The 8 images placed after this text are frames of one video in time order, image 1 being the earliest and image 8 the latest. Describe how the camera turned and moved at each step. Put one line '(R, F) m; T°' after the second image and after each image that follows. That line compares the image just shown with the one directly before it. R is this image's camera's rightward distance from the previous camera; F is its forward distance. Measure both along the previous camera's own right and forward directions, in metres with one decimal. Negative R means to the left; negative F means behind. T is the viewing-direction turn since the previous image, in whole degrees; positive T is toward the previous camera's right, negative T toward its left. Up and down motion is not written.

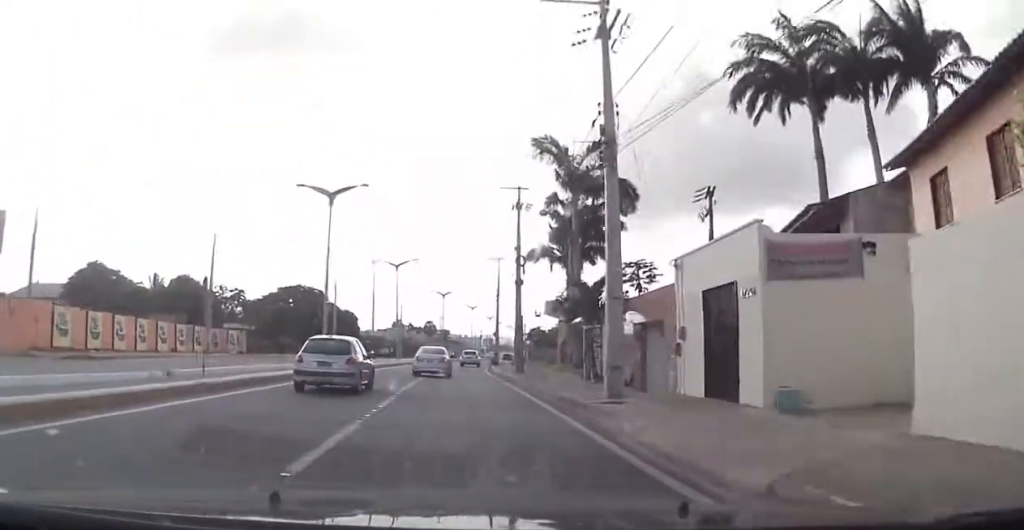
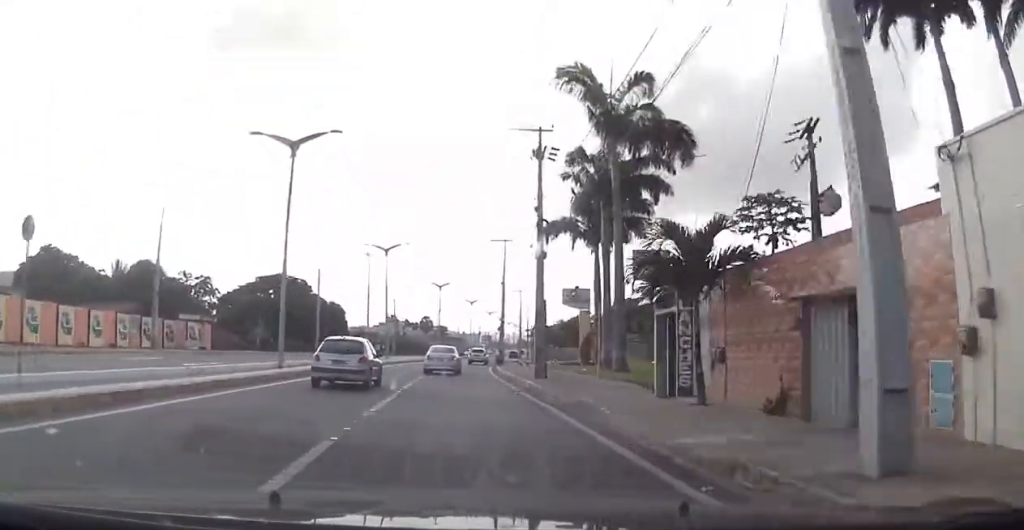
(+0.2, +9.8) m; 0°
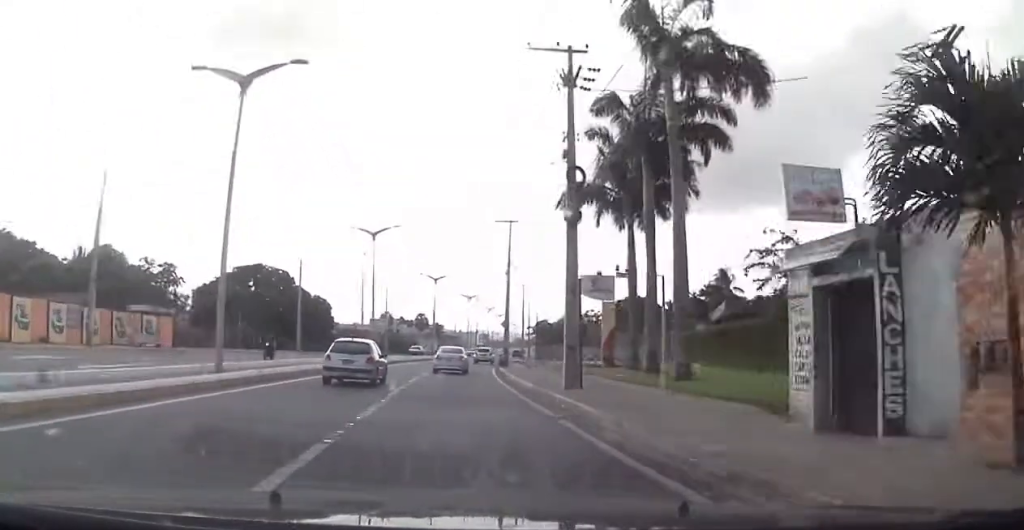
(-0.3, +8.3) m; 0°
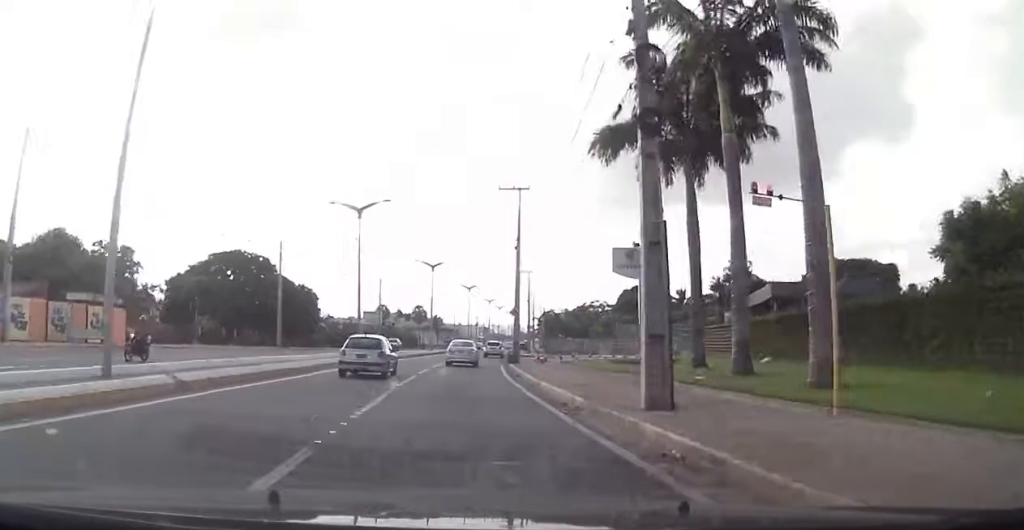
(0.0, +8.3) m; 0°
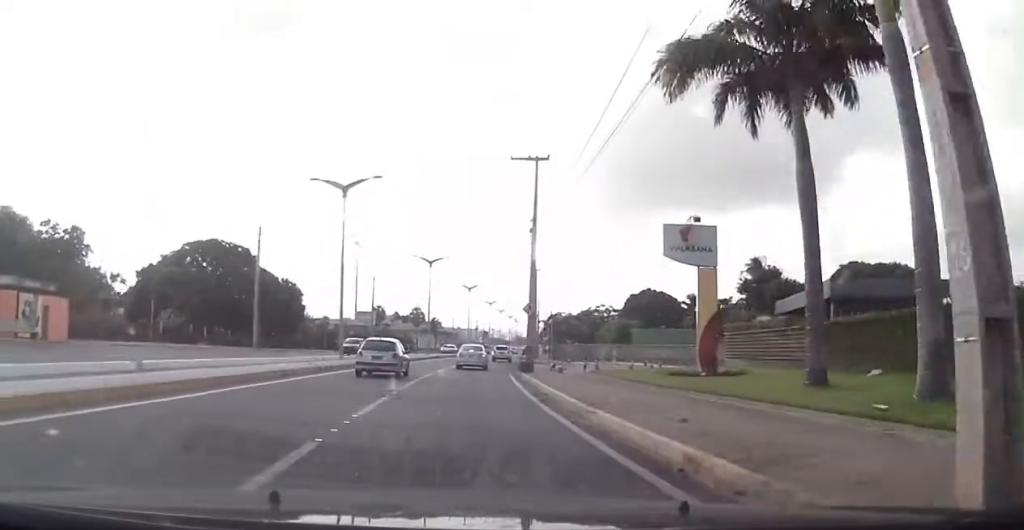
(+0.2, +7.7) m; +1°
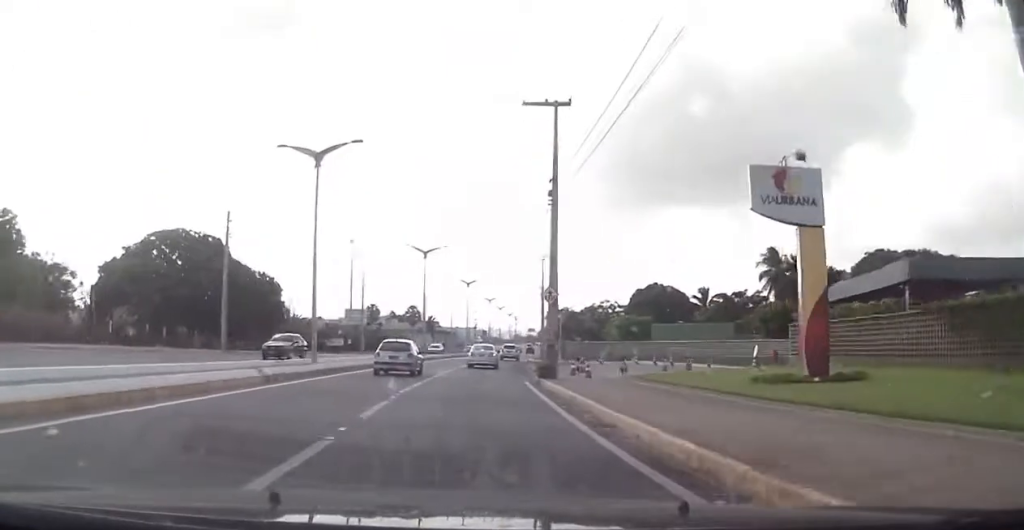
(+0.1, +7.7) m; 0°
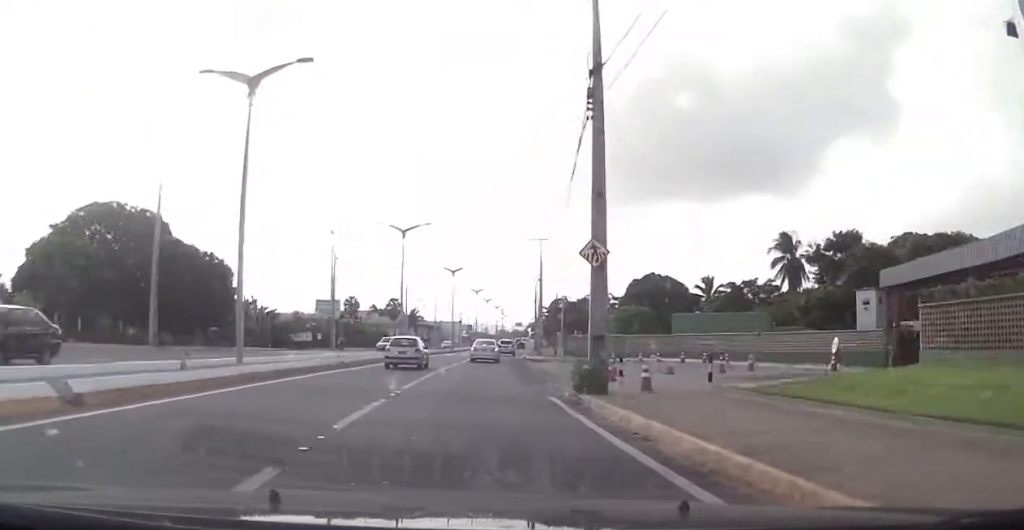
(0.0, +10.1) m; 0°
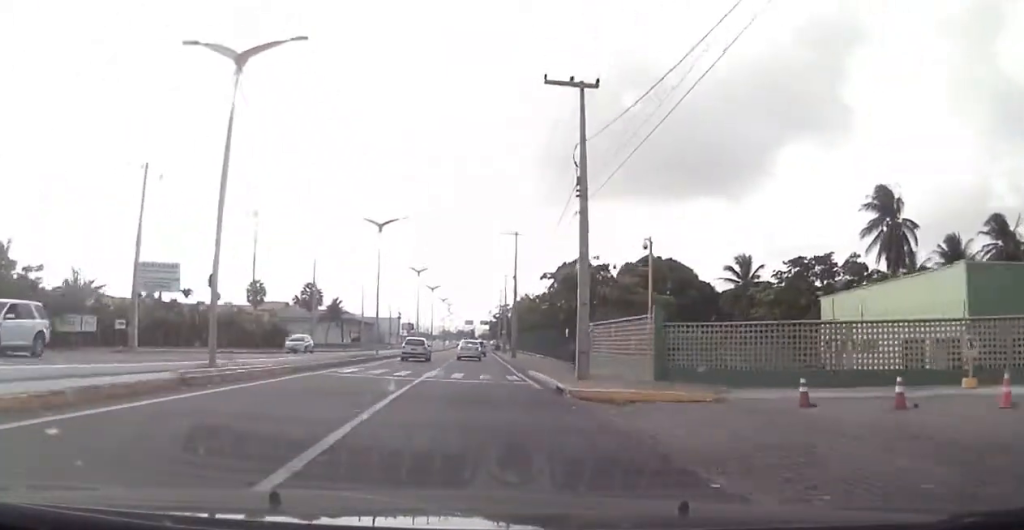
(+0.7, +36.7) m; +5°
